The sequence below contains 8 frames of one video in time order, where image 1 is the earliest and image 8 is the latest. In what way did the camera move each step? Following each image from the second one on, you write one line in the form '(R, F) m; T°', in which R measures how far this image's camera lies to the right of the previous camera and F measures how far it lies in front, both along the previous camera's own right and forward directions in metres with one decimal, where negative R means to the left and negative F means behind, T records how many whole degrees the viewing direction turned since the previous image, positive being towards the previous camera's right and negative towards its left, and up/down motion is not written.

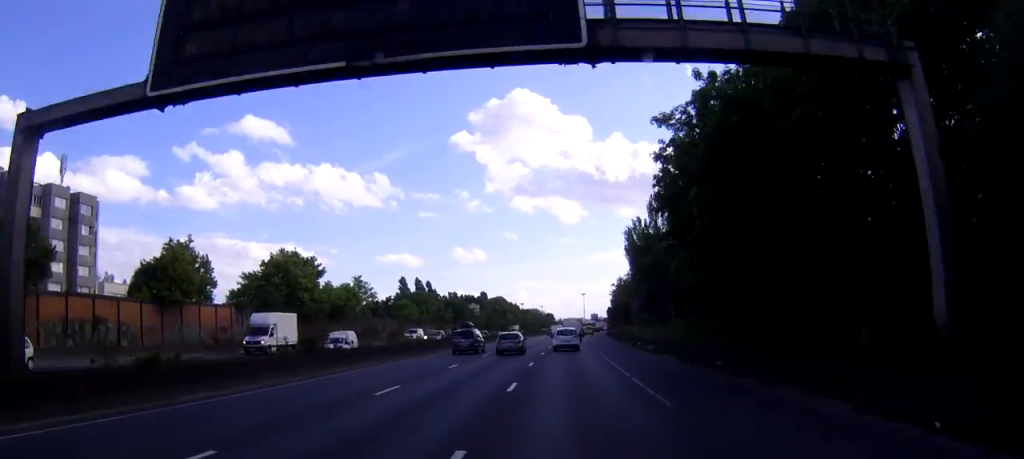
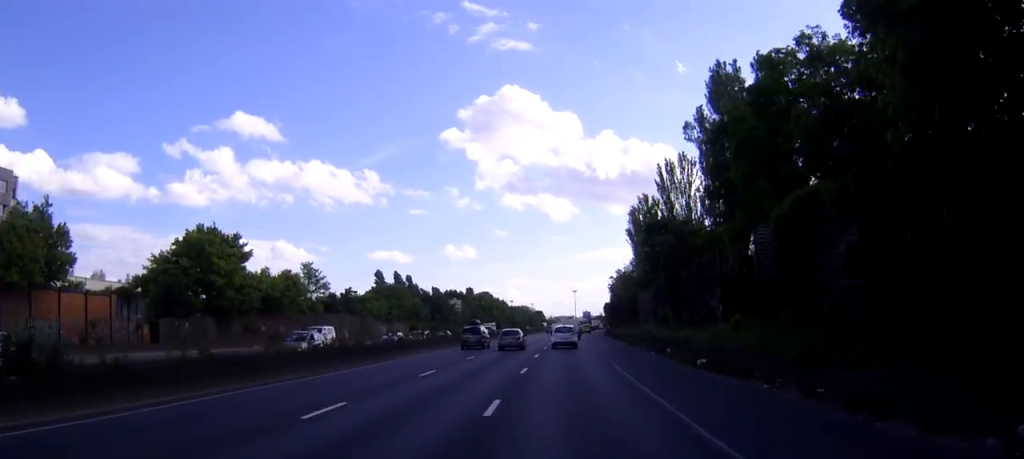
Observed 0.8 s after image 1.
(+0.1, +18.4) m; 0°
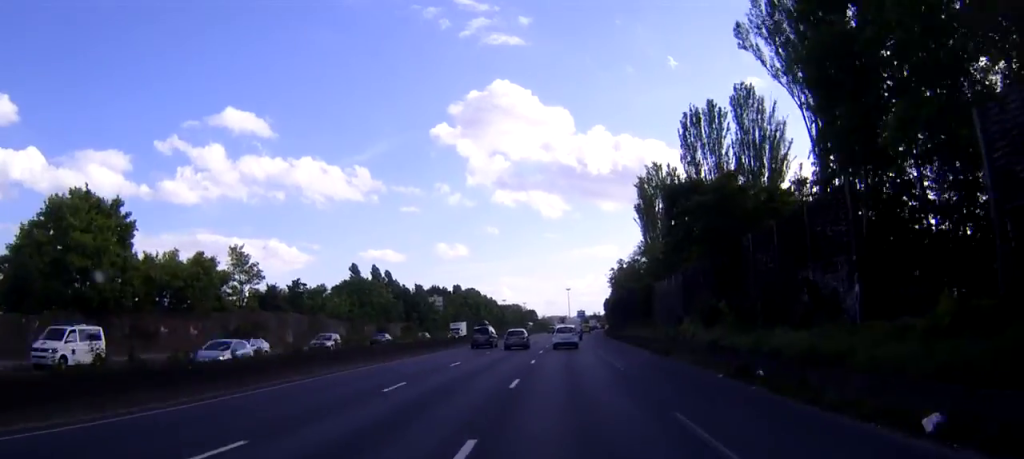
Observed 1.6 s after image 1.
(+0.1, +18.4) m; 0°
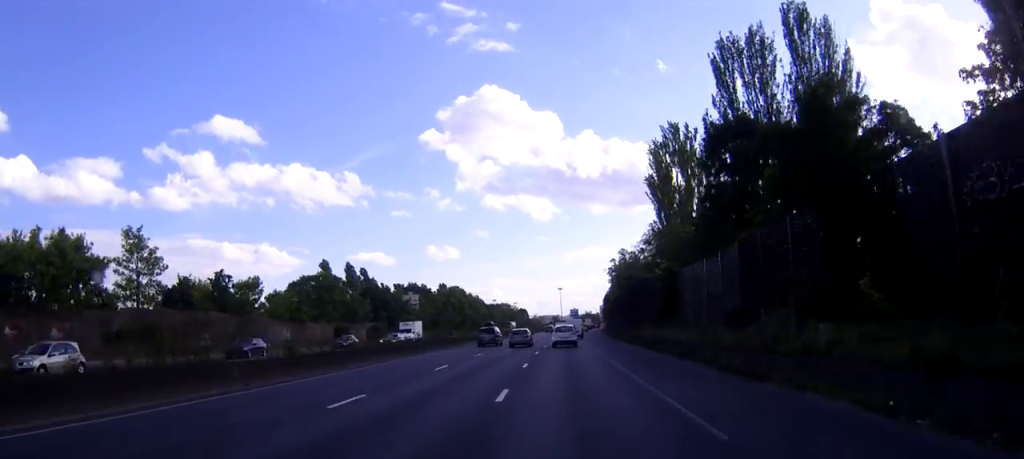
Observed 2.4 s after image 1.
(0.0, +17.7) m; +1°
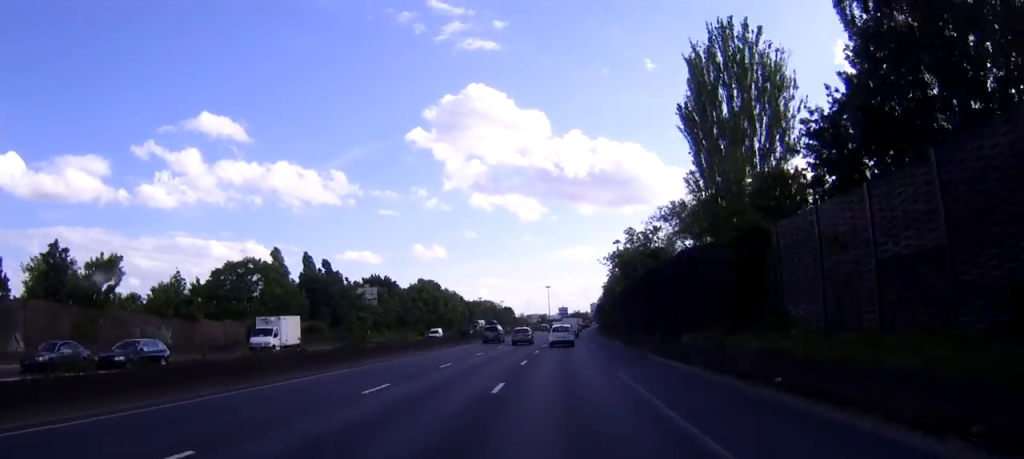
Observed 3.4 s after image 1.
(+0.3, +23.2) m; +1°
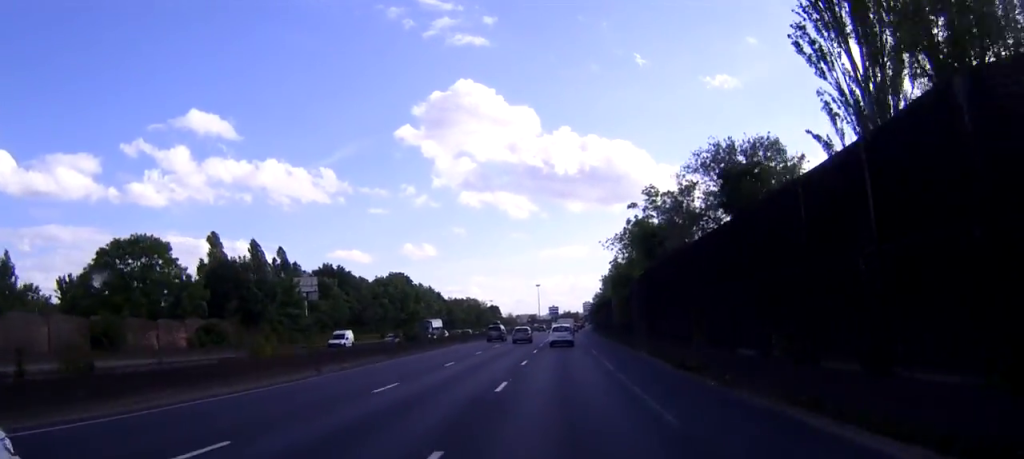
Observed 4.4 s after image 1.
(+0.3, +24.1) m; +1°
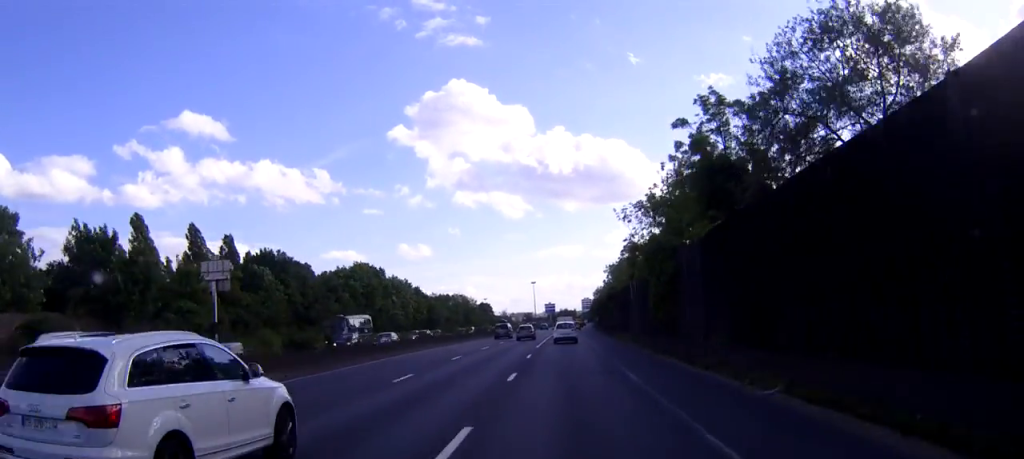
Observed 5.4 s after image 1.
(+0.1, +23.4) m; +1°
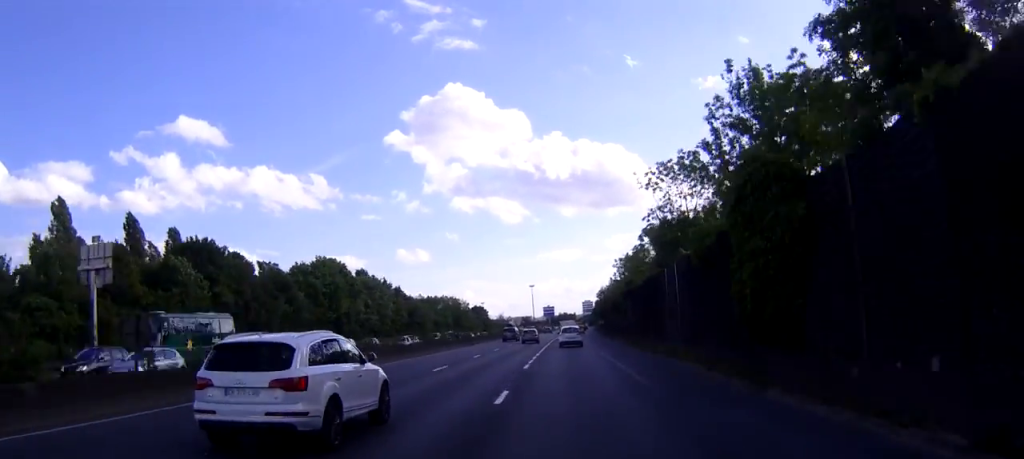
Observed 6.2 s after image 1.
(+0.2, +18.7) m; 0°
